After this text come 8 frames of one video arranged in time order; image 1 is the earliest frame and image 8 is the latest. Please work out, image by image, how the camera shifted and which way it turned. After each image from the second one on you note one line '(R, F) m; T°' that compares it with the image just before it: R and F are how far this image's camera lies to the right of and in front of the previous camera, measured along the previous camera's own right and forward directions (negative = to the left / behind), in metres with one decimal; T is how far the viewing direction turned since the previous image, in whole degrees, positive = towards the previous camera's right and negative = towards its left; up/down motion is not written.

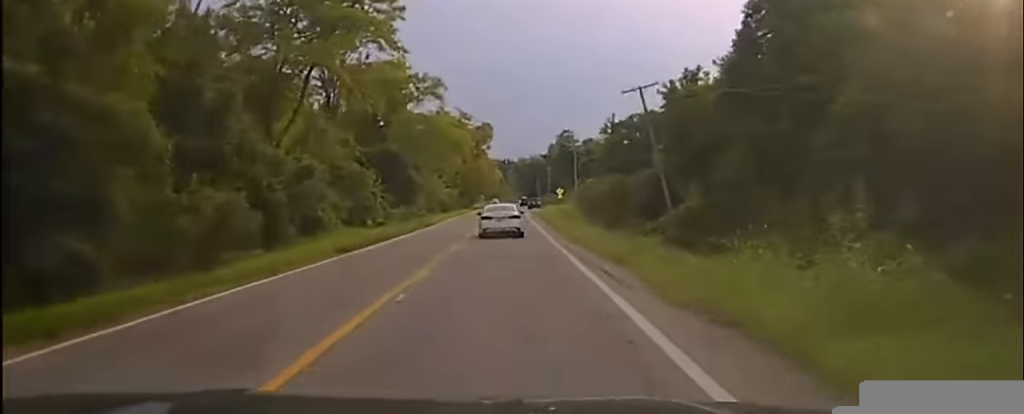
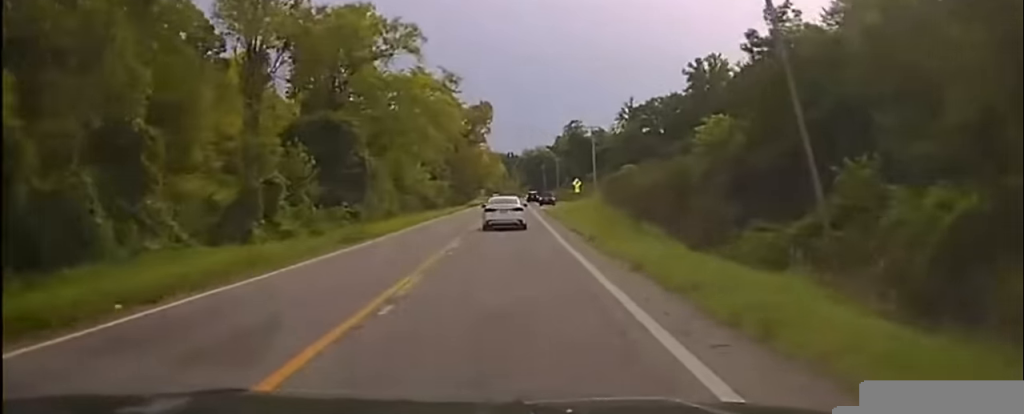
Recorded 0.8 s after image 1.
(+0.3, +25.3) m; 0°
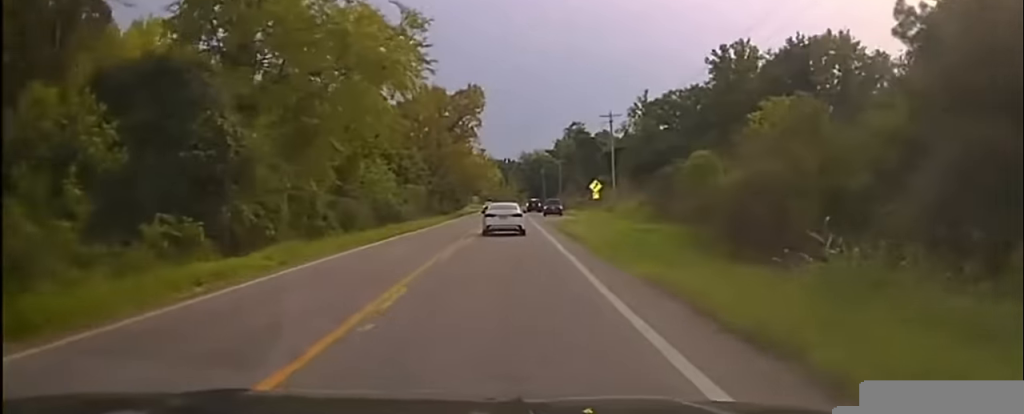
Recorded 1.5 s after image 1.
(-0.1, +21.6) m; 0°
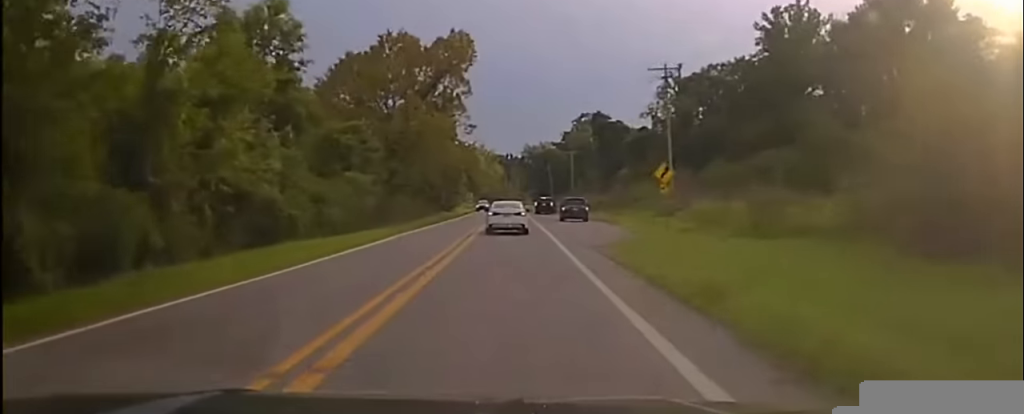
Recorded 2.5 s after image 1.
(+0.1, +31.5) m; 0°
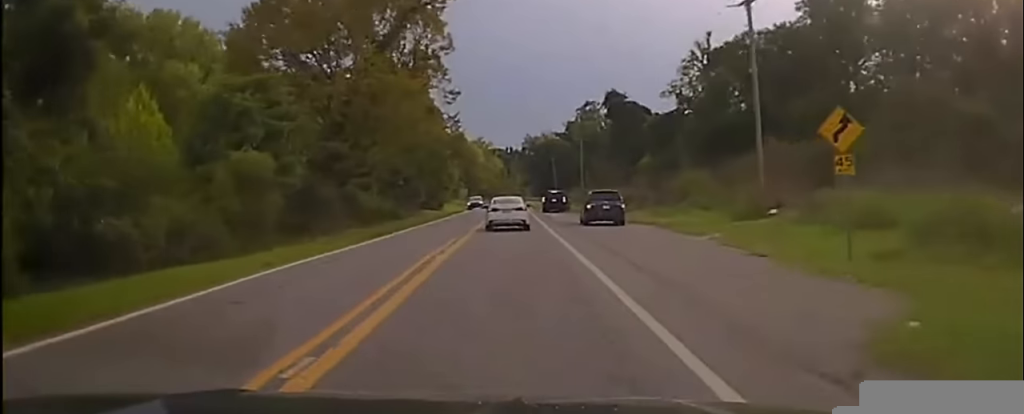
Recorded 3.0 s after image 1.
(0.0, +21.0) m; 0°
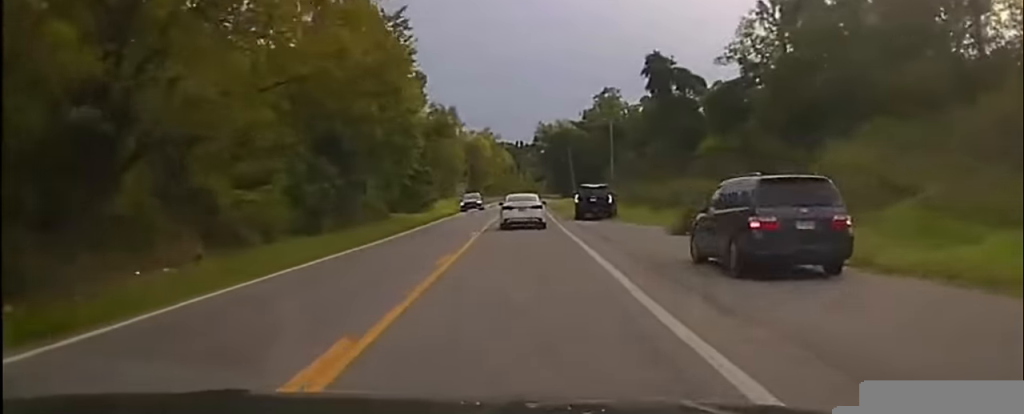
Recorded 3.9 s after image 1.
(-0.3, +29.3) m; -1°
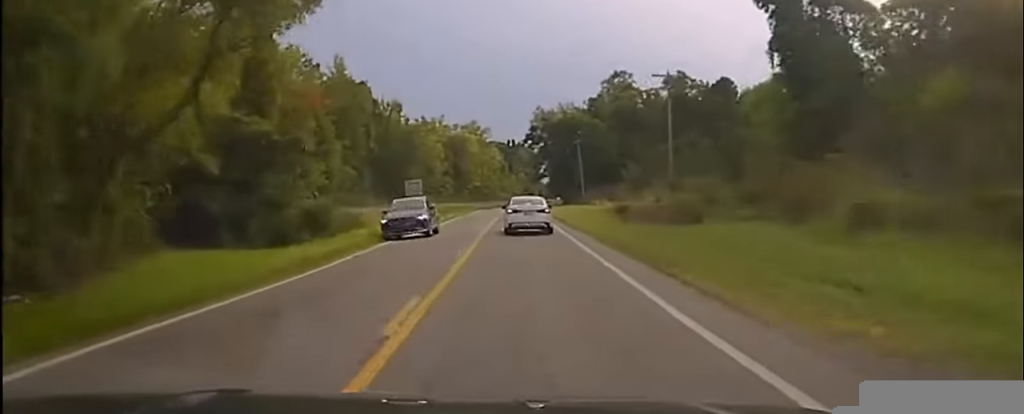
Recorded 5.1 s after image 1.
(-0.2, +43.7) m; 0°
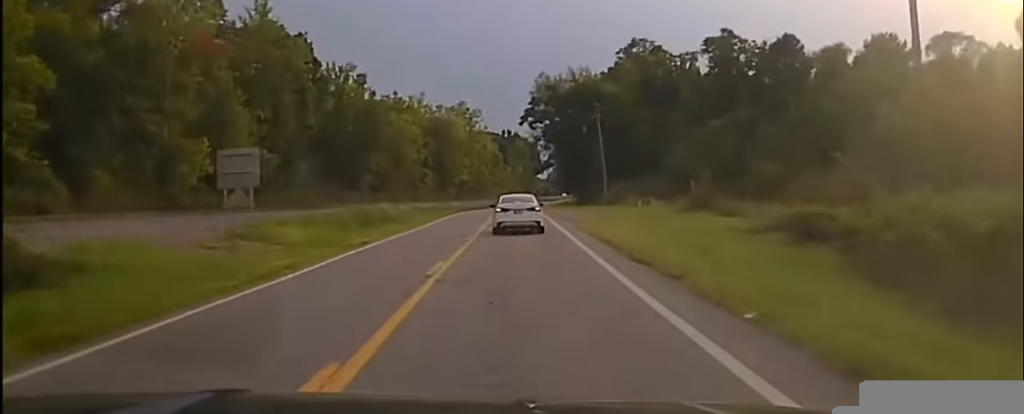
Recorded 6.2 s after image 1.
(+0.2, +40.3) m; 0°
